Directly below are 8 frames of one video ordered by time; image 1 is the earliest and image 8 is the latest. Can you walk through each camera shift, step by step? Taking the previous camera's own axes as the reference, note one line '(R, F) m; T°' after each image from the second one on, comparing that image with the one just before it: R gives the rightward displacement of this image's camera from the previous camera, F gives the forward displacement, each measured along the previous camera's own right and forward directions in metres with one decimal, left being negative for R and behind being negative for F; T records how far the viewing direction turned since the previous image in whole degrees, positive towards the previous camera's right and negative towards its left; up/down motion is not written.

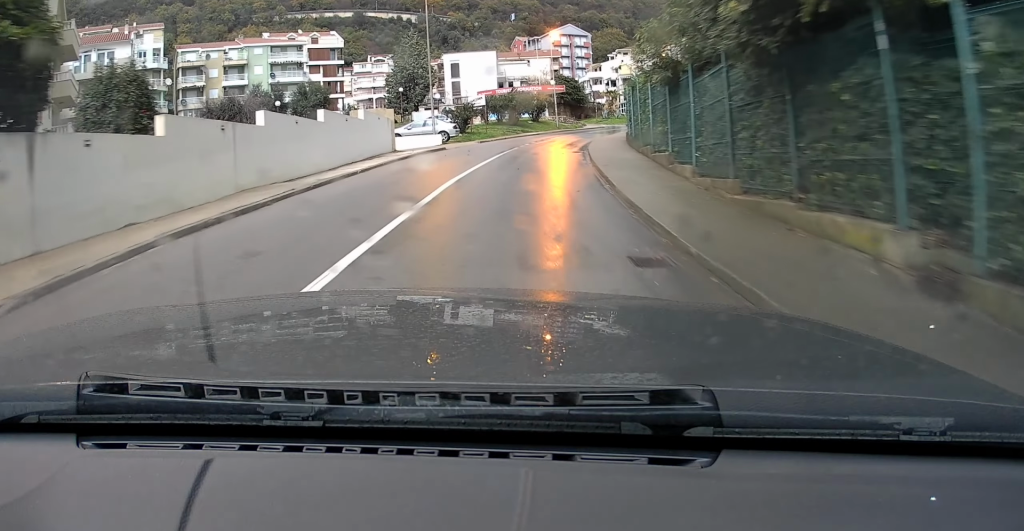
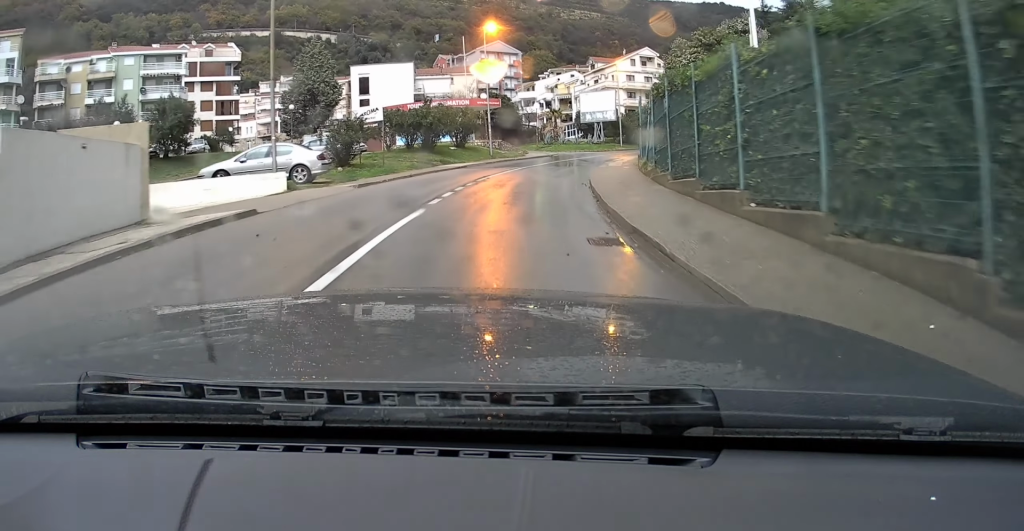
(+0.7, +16.3) m; +6°
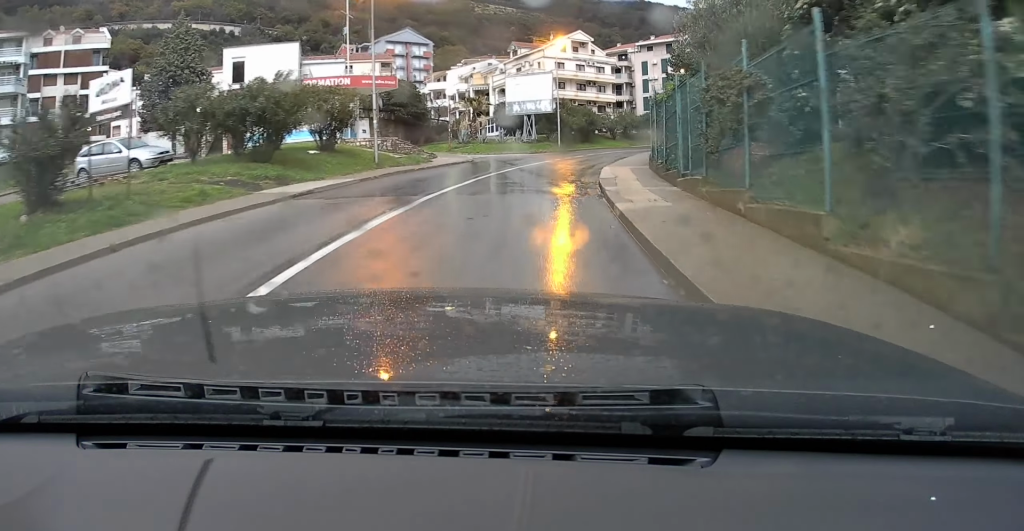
(+0.3, +14.8) m; +5°
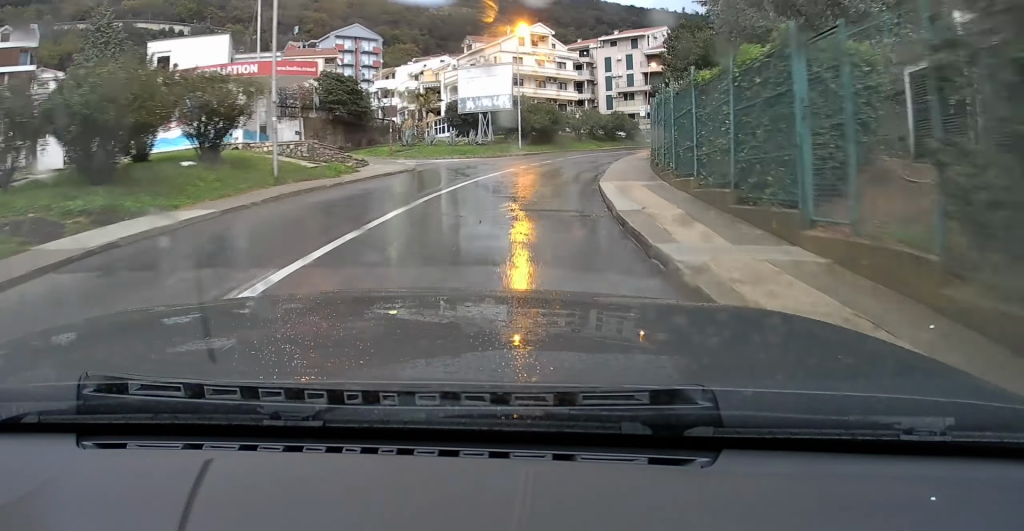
(+0.5, +6.8) m; +3°
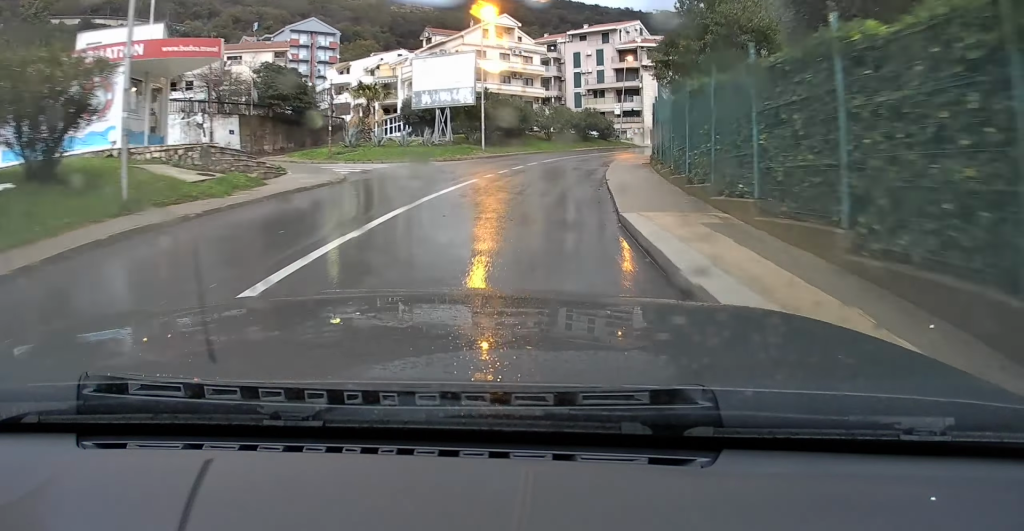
(+0.2, +5.7) m; +2°
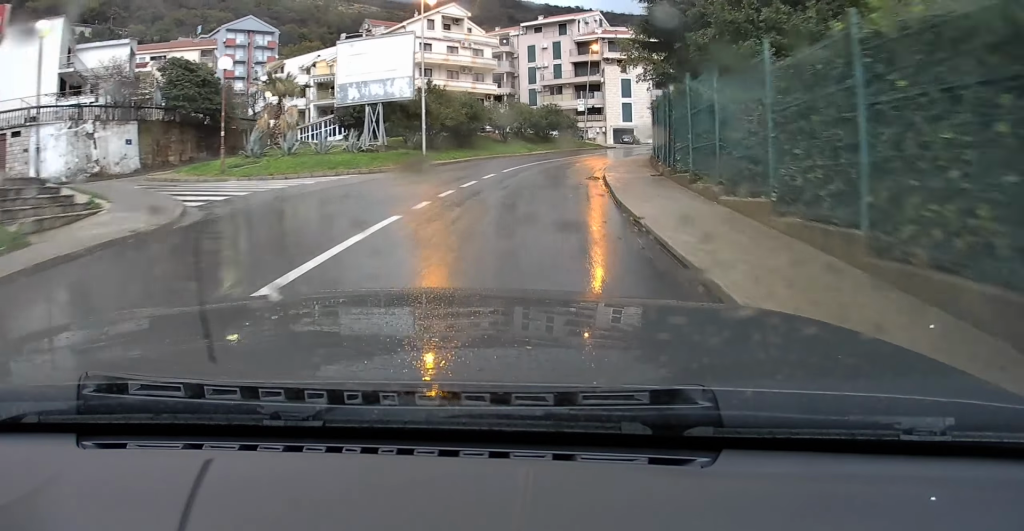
(+0.1, +7.5) m; +4°
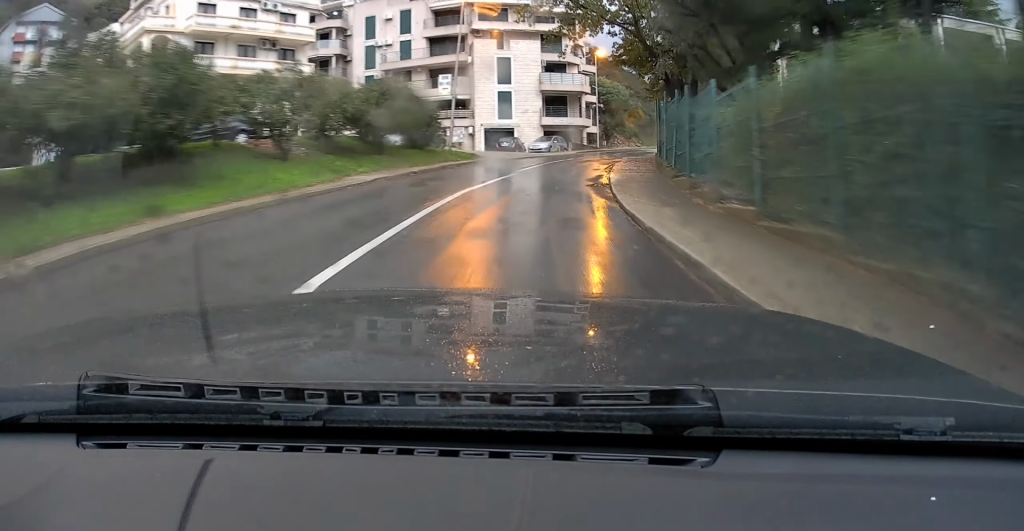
(+2.5, +23.2) m; +13°
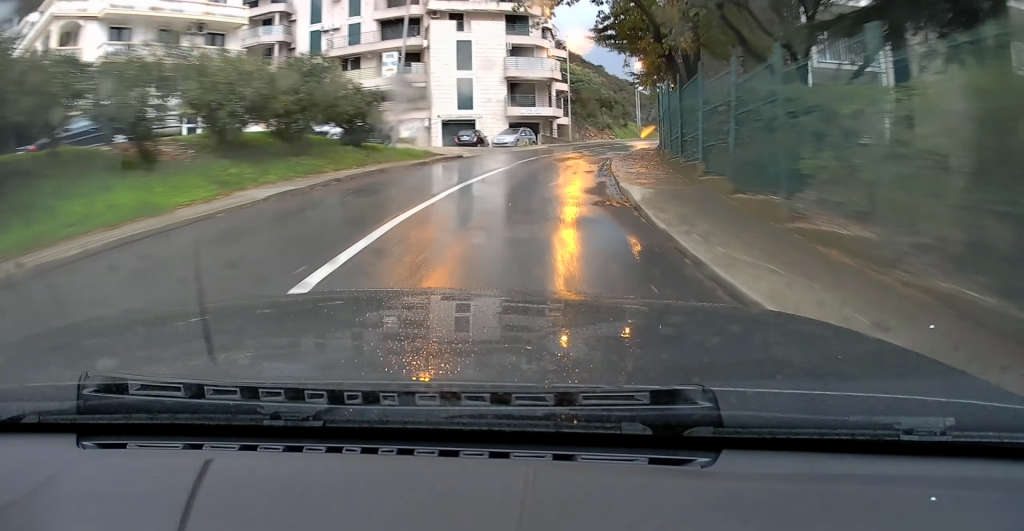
(+0.1, +6.3) m; +4°
